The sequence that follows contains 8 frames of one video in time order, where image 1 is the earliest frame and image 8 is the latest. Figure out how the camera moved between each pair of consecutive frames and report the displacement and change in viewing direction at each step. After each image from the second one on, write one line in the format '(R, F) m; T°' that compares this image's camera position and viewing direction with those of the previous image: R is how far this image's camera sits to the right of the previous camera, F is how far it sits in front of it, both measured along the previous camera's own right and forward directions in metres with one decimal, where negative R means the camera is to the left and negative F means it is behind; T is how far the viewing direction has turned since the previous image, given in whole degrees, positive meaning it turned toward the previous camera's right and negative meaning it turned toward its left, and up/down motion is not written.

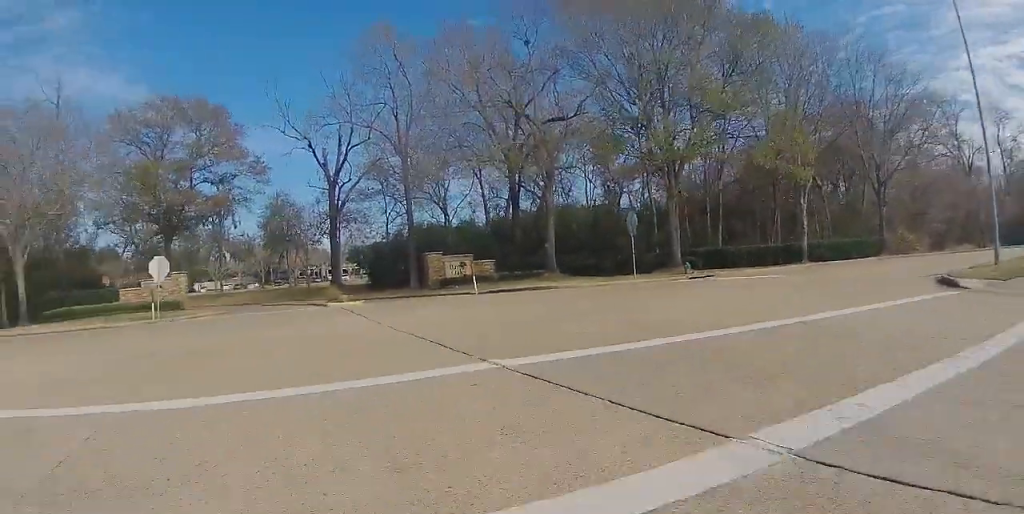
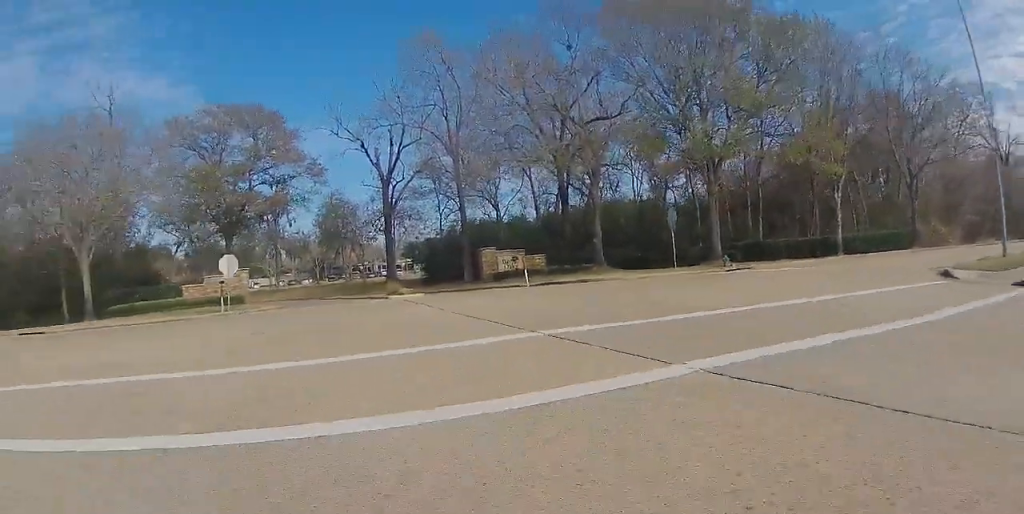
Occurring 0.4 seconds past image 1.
(0.0, +1.8) m; -2°
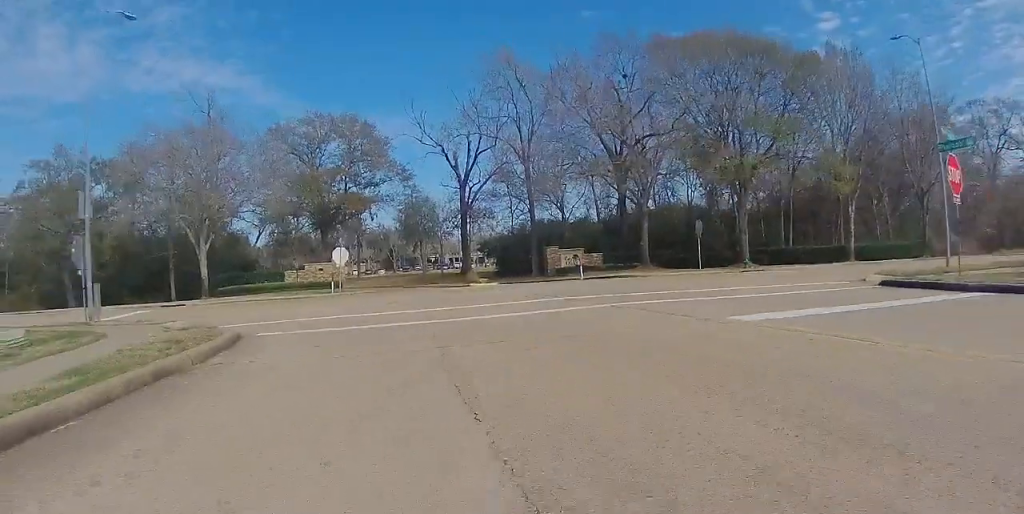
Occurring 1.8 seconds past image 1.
(-0.9, +6.6) m; -14°
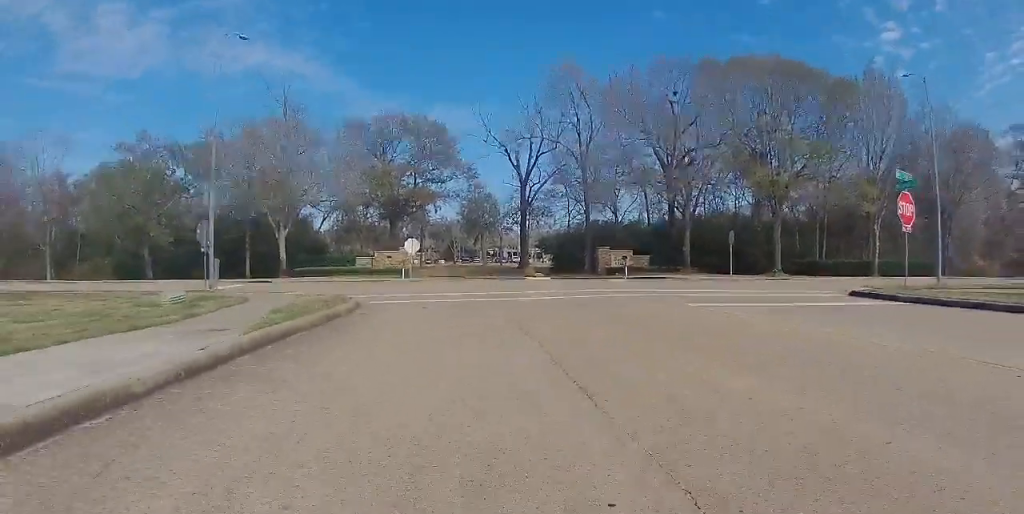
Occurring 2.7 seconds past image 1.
(-0.3, +4.2) m; -4°
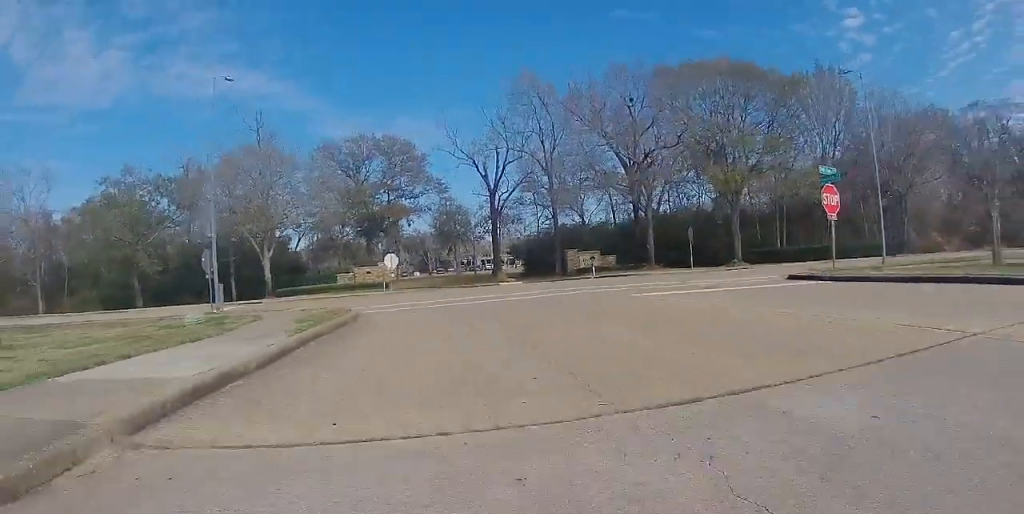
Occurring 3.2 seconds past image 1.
(0.0, +2.5) m; -1°
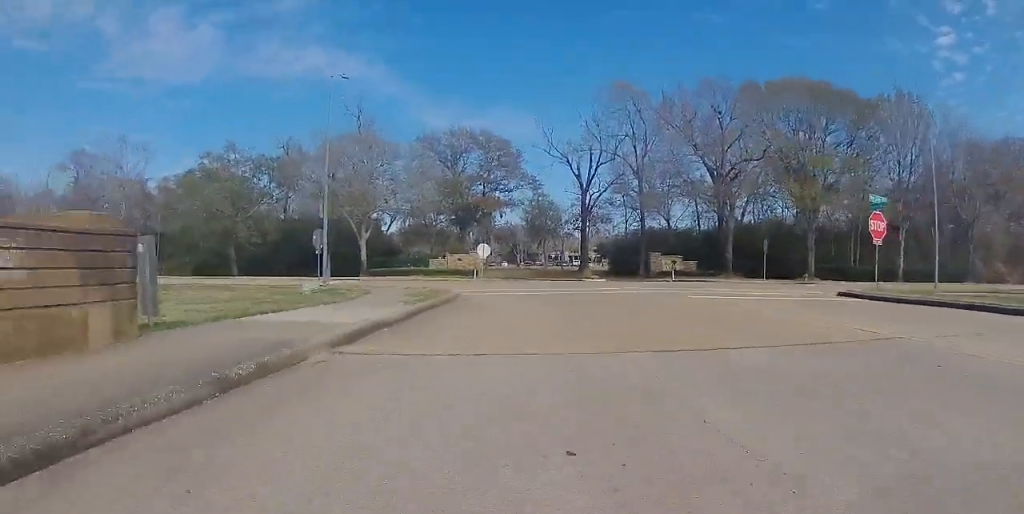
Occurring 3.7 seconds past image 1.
(0.0, +2.5) m; 0°
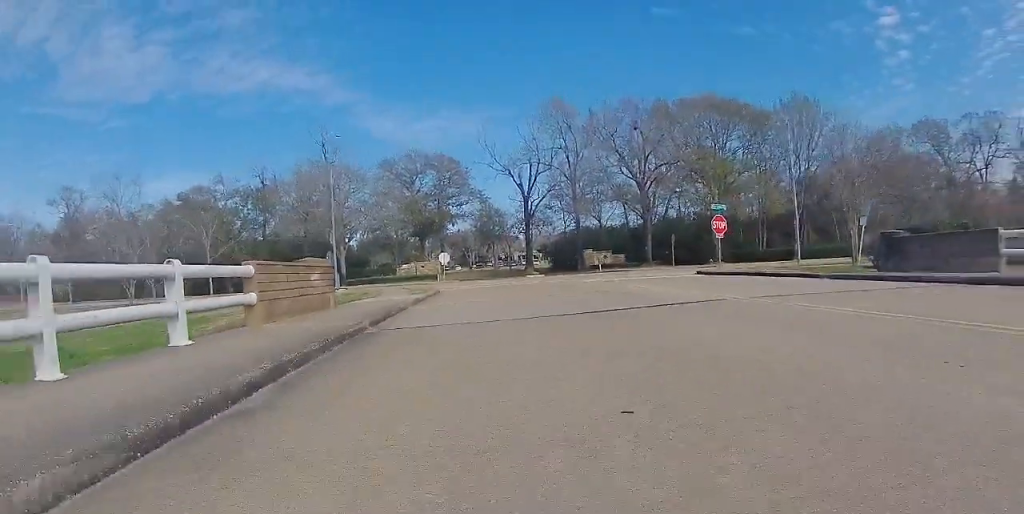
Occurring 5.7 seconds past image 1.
(0.0, +10.0) m; 0°
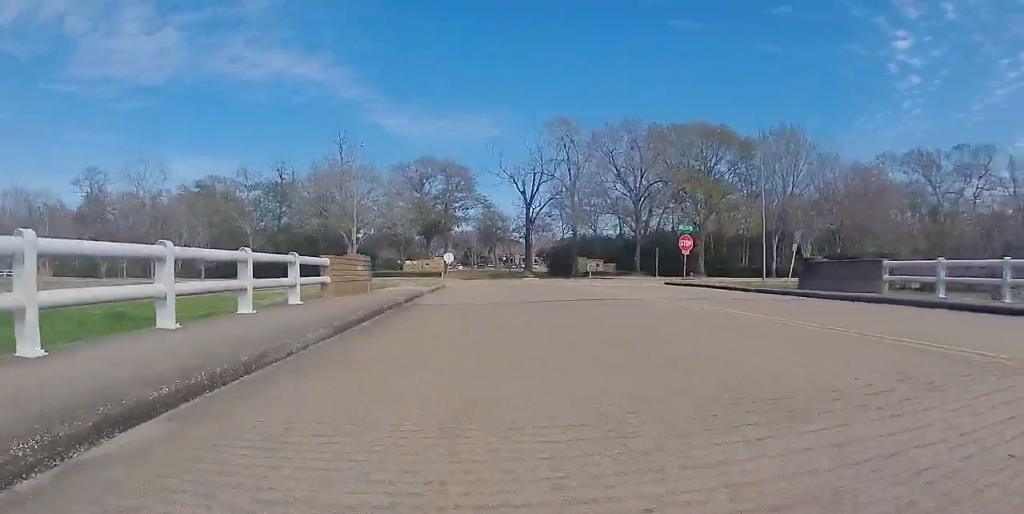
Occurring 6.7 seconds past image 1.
(0.0, +5.1) m; 0°
